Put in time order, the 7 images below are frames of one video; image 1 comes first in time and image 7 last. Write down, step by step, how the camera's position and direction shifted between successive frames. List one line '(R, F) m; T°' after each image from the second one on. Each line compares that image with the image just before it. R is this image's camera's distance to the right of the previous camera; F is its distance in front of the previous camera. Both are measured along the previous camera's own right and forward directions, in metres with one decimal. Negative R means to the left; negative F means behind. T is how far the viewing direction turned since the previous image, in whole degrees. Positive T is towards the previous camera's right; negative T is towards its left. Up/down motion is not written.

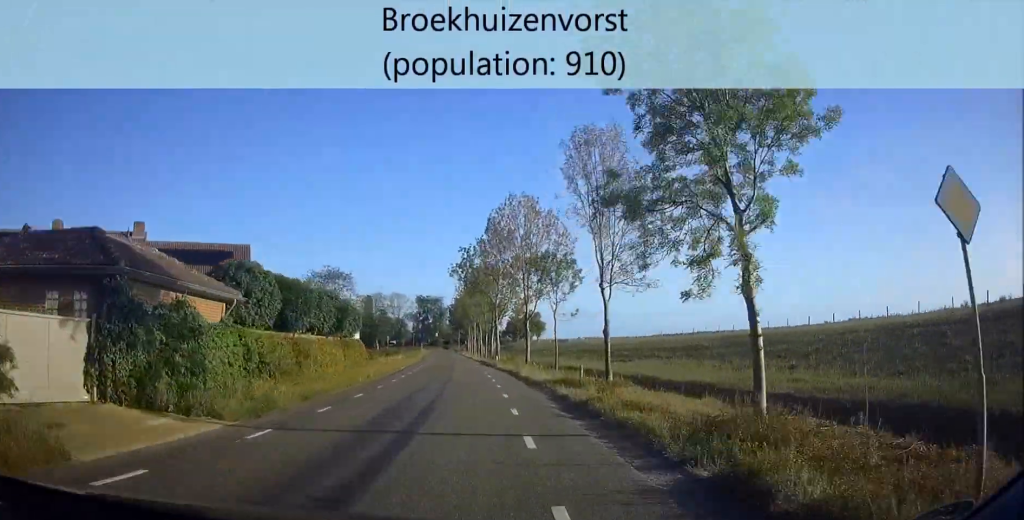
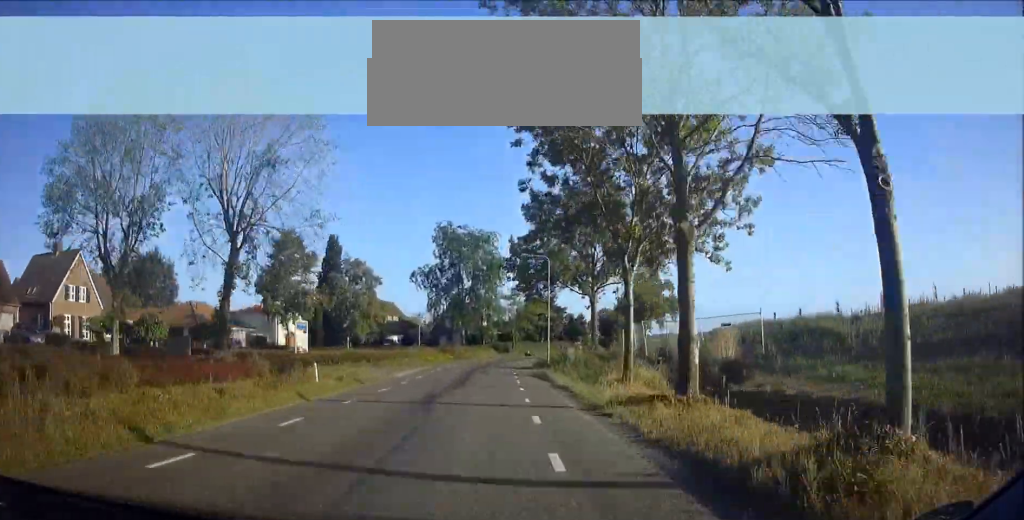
(-5.4, +114.6) m; 0°
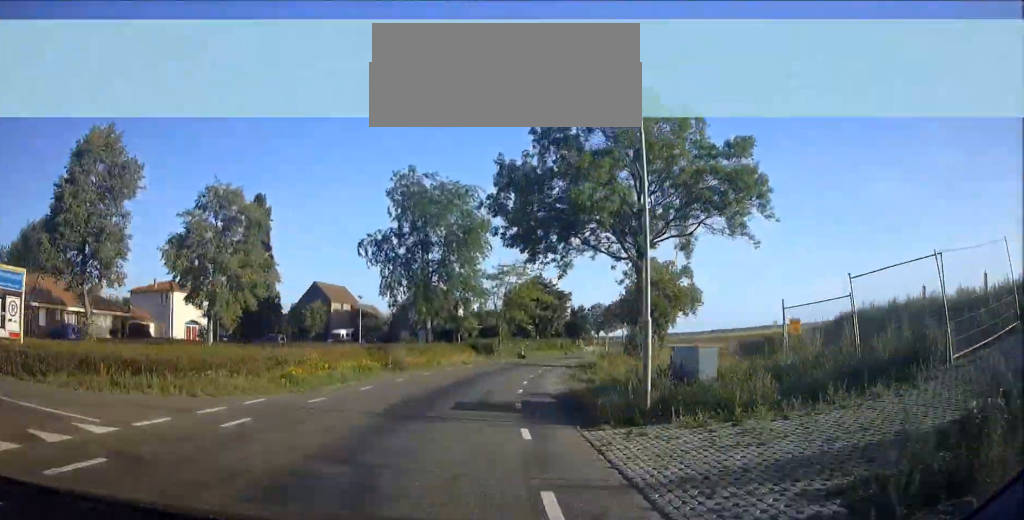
(+1.1, +25.5) m; +5°
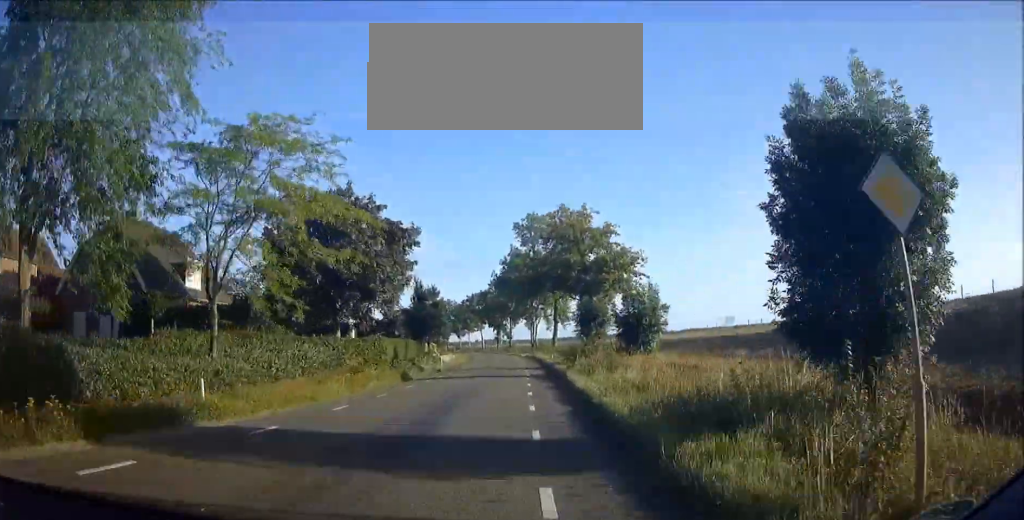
(+3.4, +43.5) m; +7°
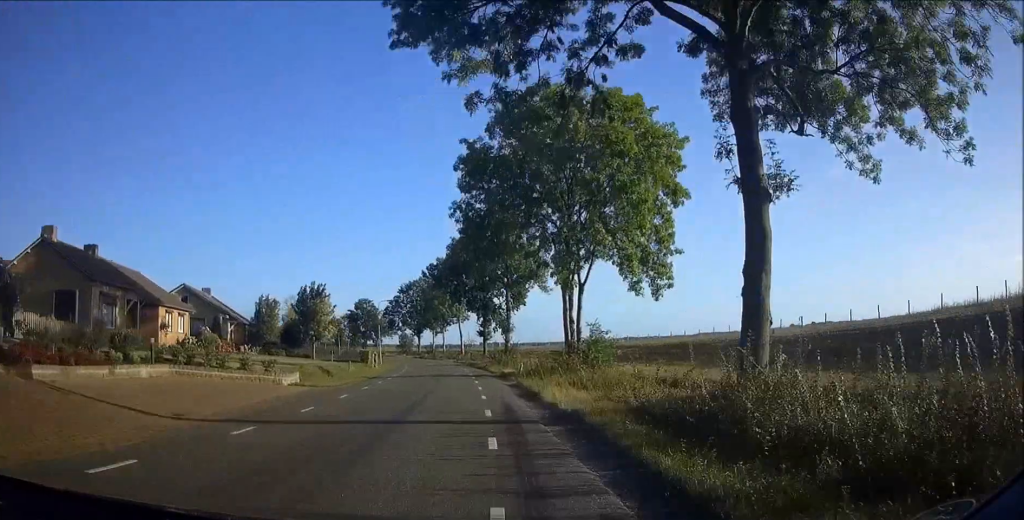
(+1.5, +64.2) m; -3°
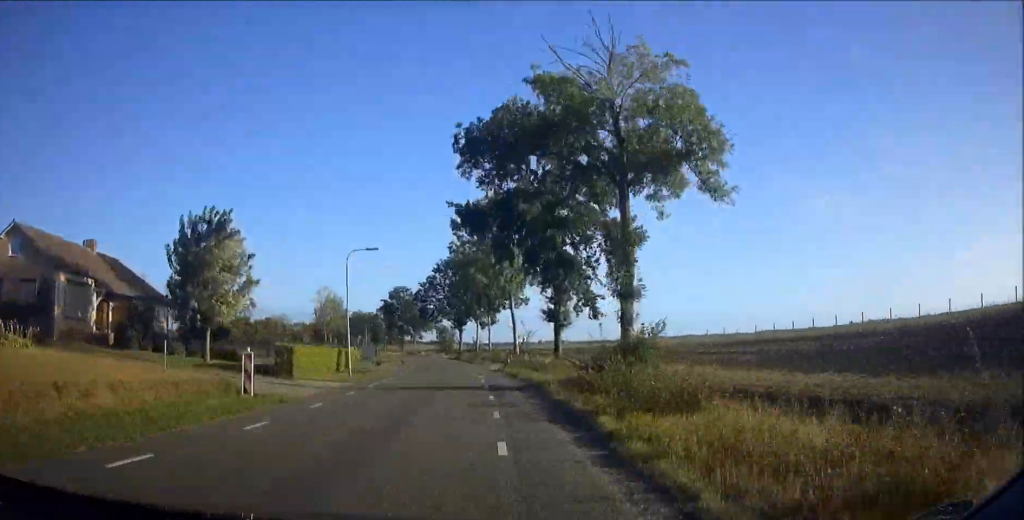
(-1.8, +32.5) m; -5°
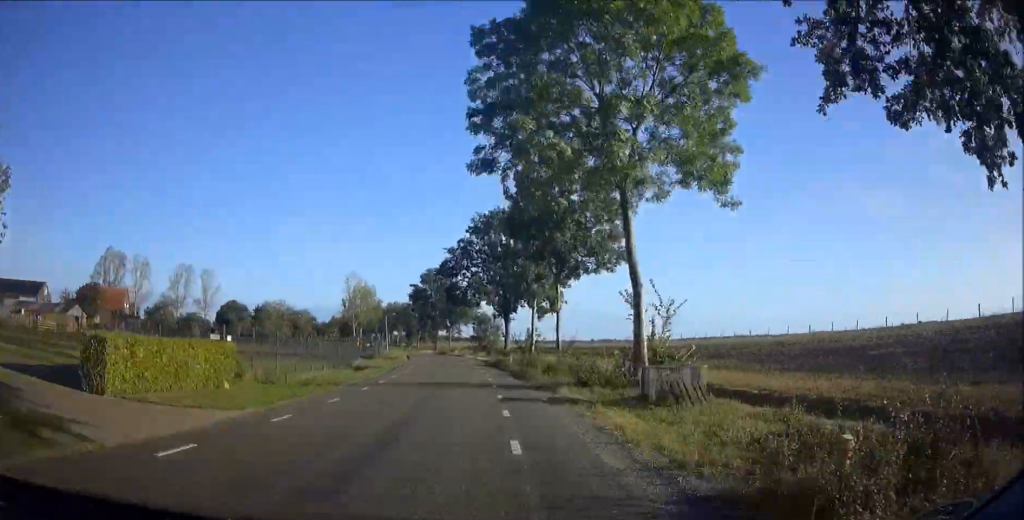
(-1.4, +31.6) m; -4°
